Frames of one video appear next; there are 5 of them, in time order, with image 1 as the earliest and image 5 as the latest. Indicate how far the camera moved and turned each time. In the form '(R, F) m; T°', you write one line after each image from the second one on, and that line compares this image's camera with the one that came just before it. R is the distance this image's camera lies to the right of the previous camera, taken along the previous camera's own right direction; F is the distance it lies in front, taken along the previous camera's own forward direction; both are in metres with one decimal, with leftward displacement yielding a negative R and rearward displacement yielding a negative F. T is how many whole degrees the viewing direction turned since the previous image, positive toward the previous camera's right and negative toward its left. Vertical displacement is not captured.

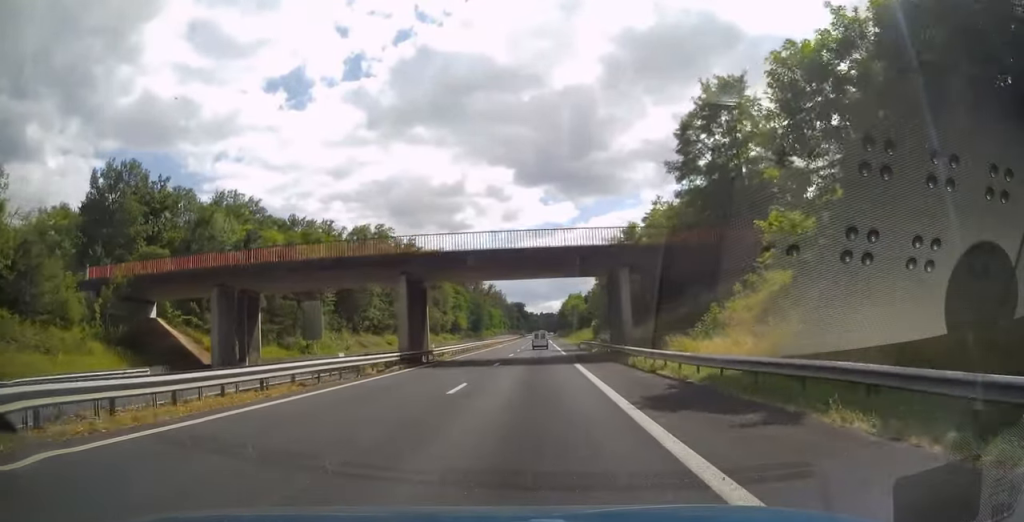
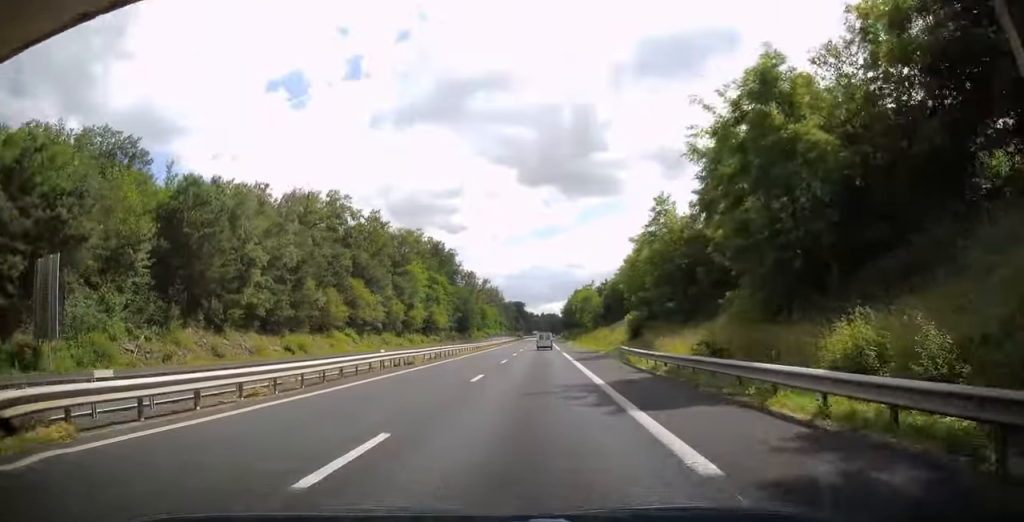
(0.0, +35.6) m; 0°
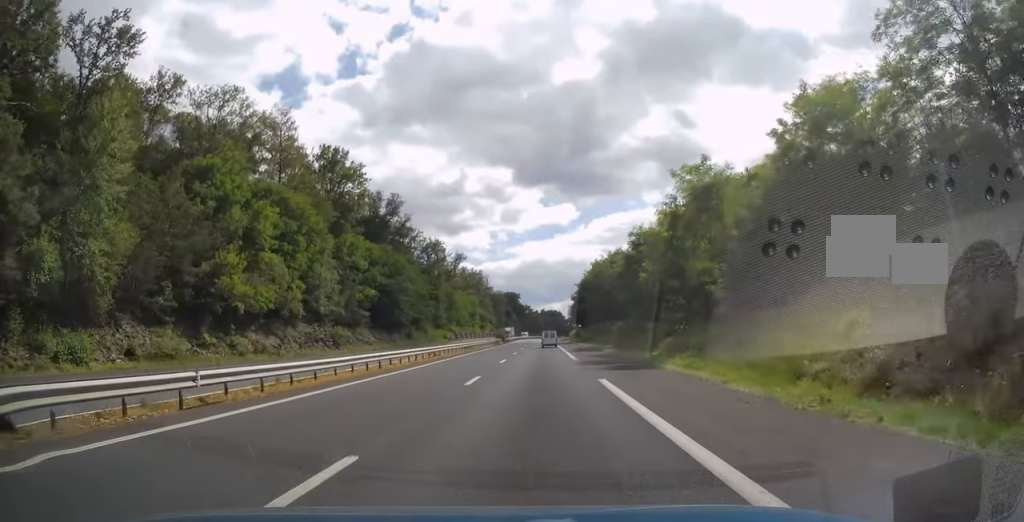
(+0.1, +80.6) m; 0°
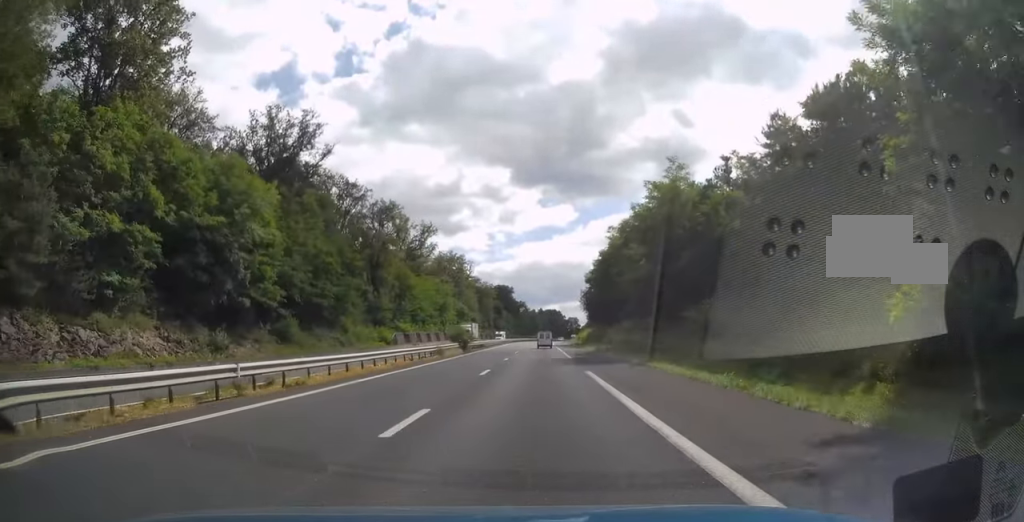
(+0.2, +48.3) m; 0°
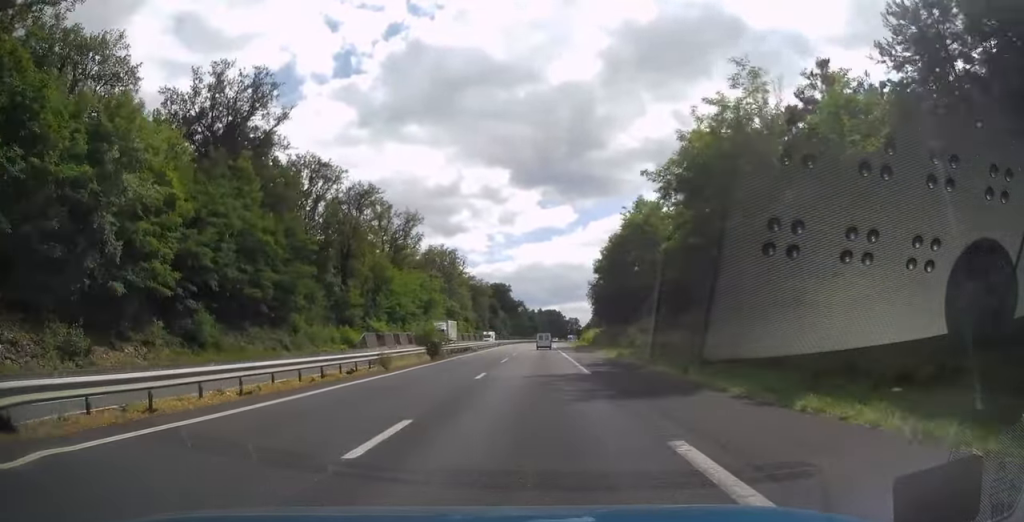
(0.0, +14.6) m; 0°
